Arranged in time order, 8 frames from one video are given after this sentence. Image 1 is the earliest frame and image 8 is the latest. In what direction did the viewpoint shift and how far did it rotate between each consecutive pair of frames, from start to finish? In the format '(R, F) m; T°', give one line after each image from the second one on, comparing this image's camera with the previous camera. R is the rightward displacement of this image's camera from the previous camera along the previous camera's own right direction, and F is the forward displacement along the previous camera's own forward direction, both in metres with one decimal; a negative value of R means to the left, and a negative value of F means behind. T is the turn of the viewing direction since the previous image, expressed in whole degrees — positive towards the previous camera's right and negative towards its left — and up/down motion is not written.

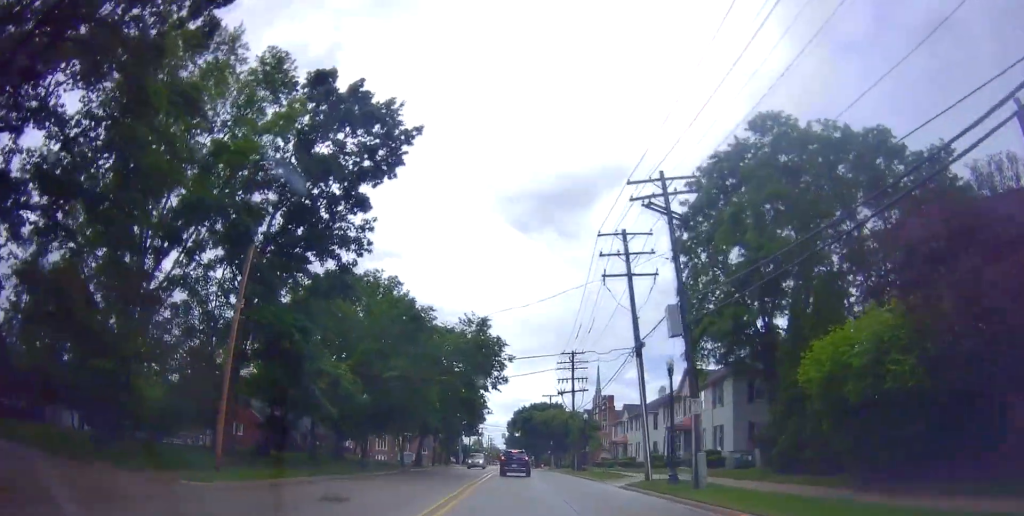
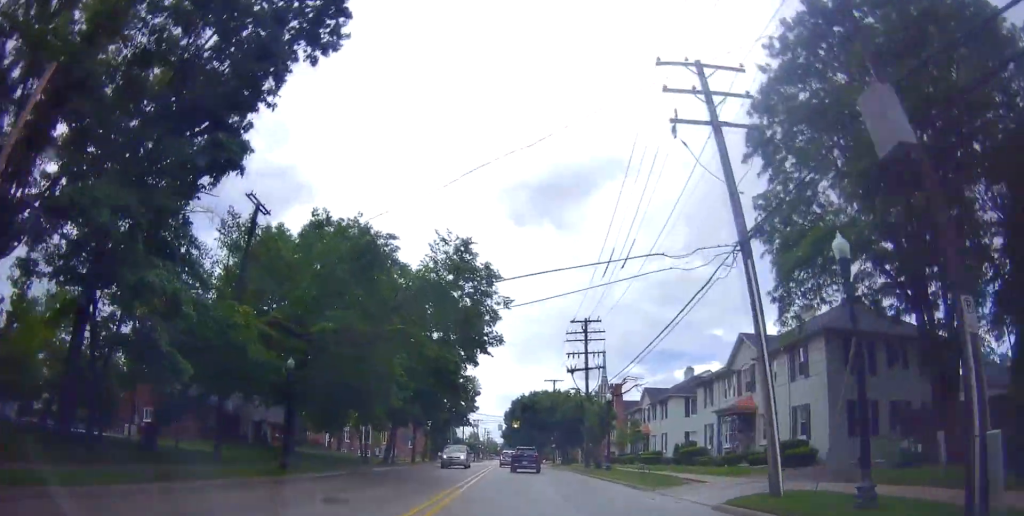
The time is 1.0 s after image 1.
(+0.1, +11.9) m; +3°
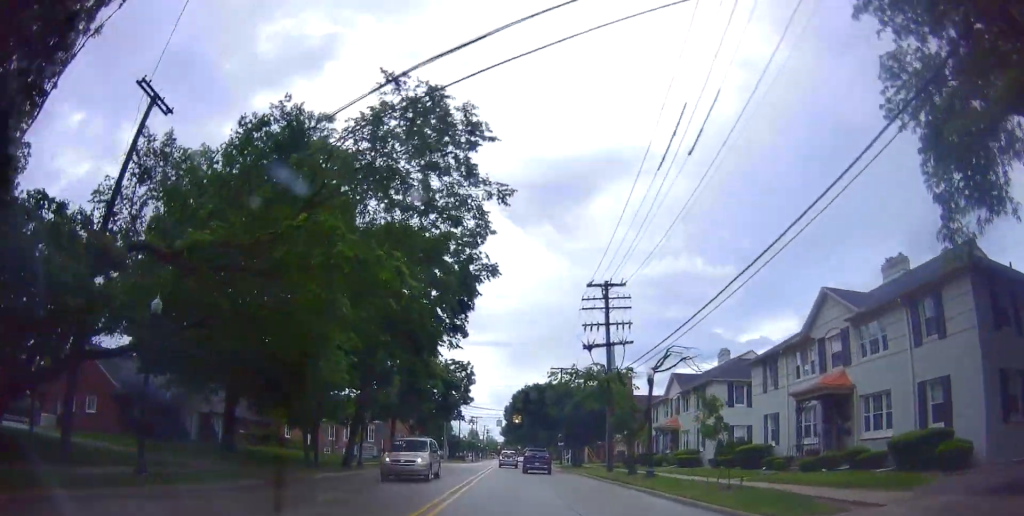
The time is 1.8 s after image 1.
(+0.5, +10.3) m; +1°
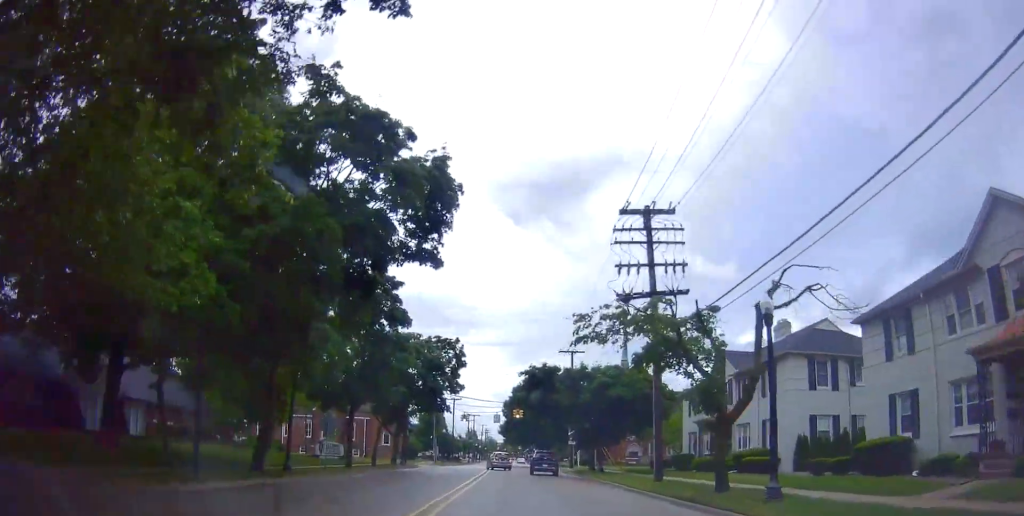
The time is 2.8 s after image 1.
(-0.2, +12.4) m; 0°
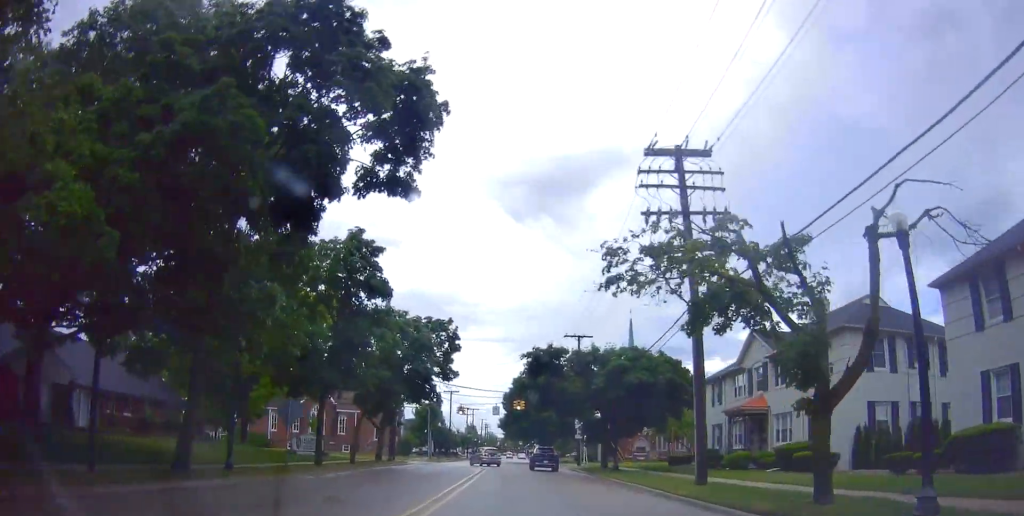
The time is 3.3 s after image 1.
(0.0, +5.7) m; 0°
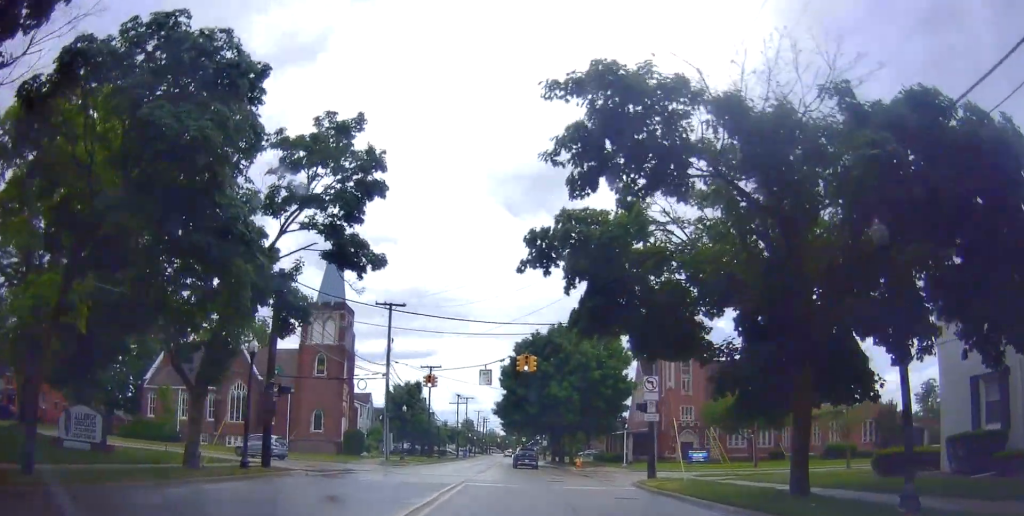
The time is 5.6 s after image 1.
(+0.5, +26.4) m; -1°
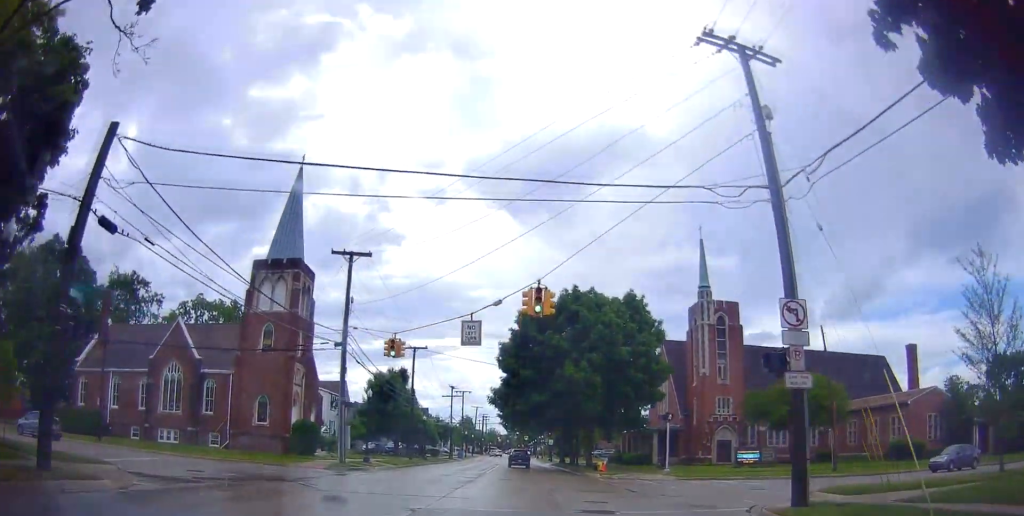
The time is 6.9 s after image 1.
(-0.1, +12.9) m; +3°
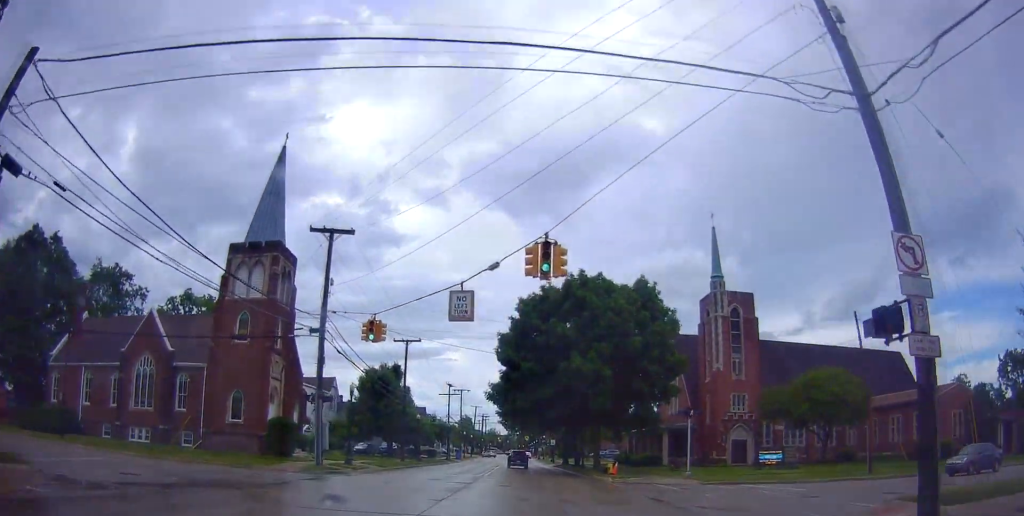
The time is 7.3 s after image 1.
(+0.1, +4.2) m; +1°
